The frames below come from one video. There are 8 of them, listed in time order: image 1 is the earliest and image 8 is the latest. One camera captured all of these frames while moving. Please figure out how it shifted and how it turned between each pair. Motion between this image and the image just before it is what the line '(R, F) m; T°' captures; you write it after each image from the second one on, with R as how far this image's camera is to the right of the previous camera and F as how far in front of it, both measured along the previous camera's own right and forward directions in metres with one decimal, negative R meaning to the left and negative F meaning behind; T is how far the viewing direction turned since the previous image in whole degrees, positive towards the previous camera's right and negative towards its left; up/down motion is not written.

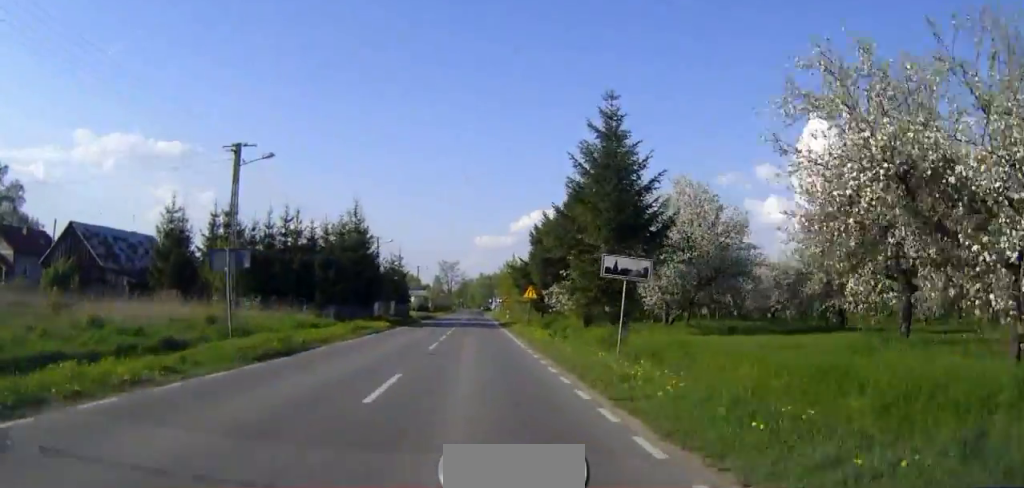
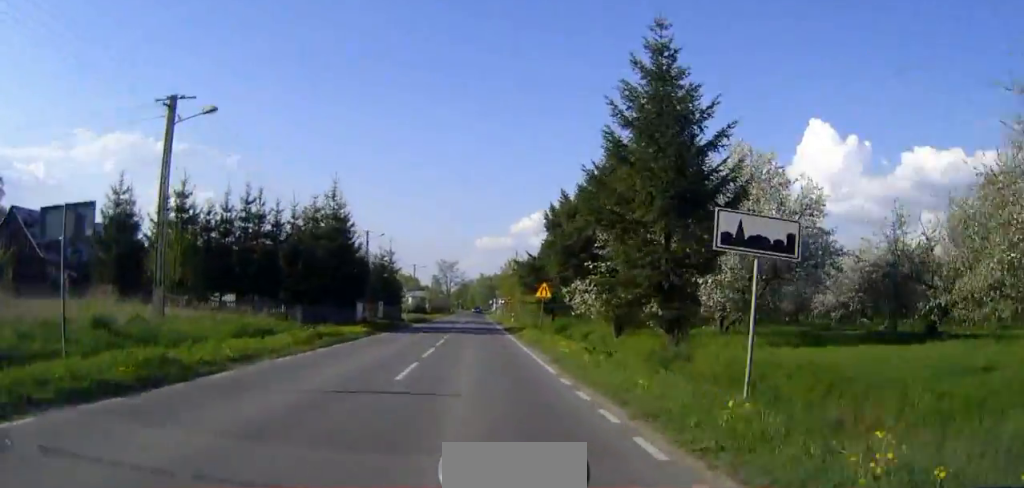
(0.0, +8.7) m; 0°
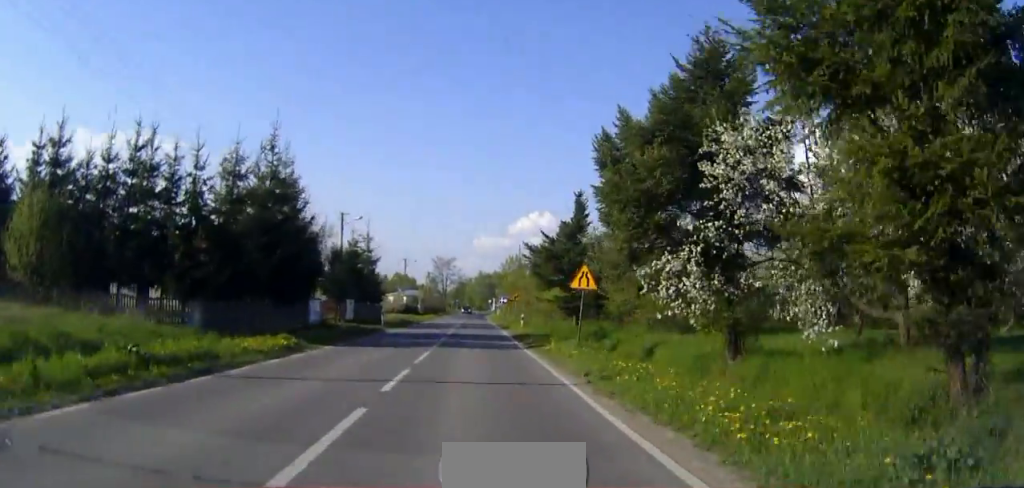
(0.0, +14.0) m; 0°
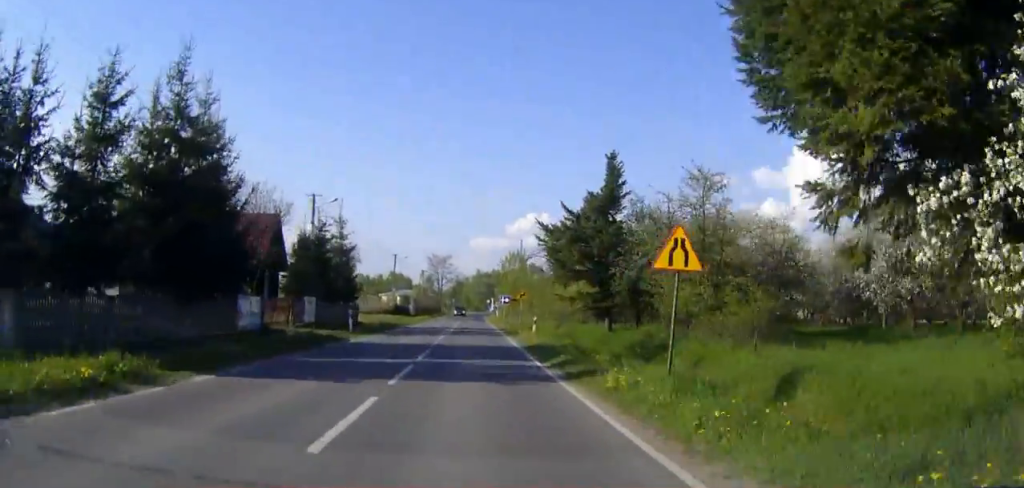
(0.0, +10.7) m; 0°
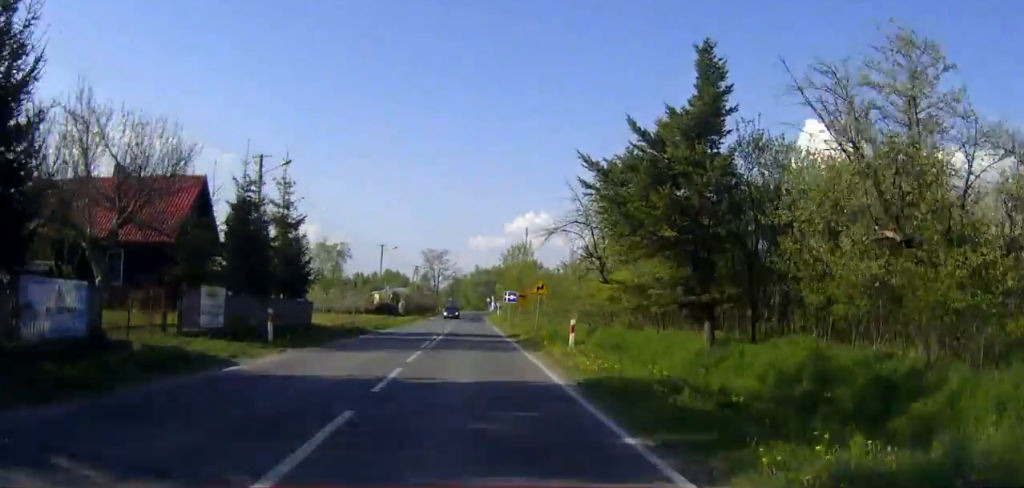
(0.0, +13.4) m; 0°
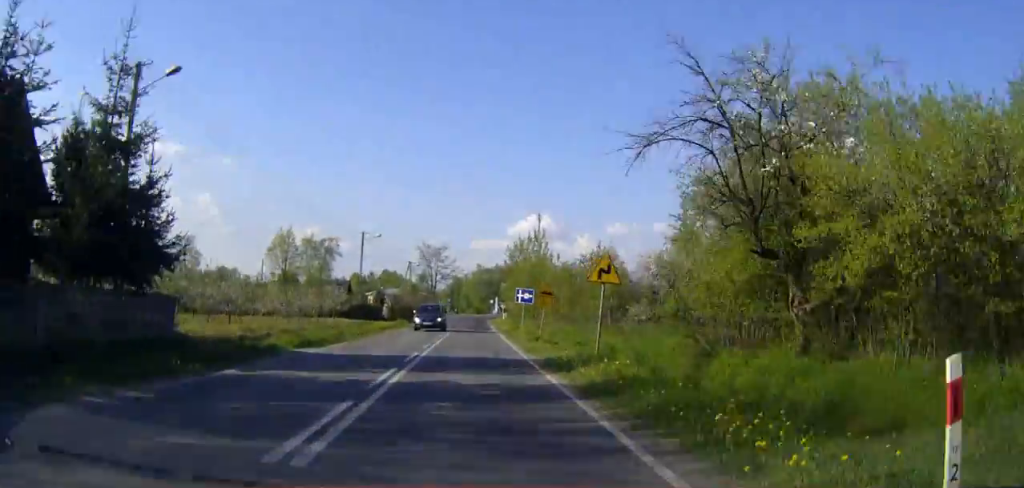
(0.0, +16.5) m; 0°
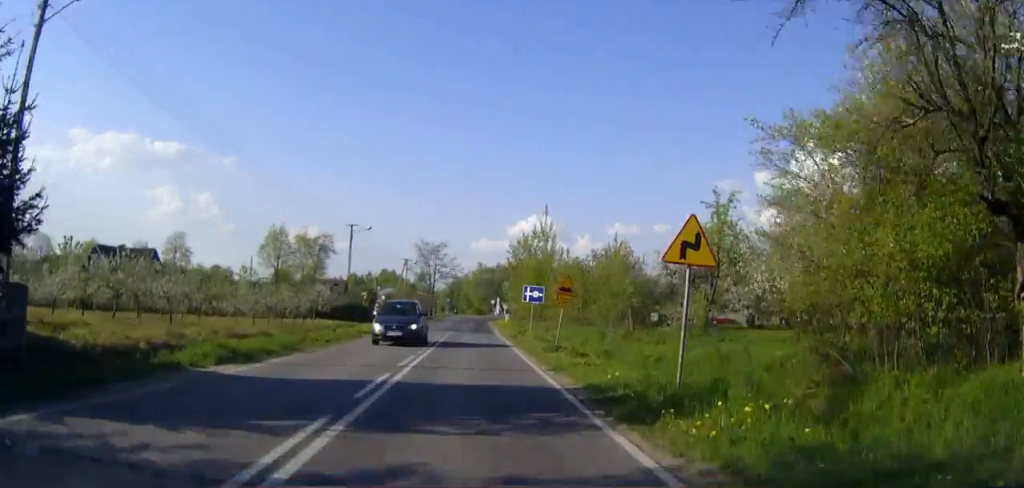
(0.0, +7.0) m; 0°
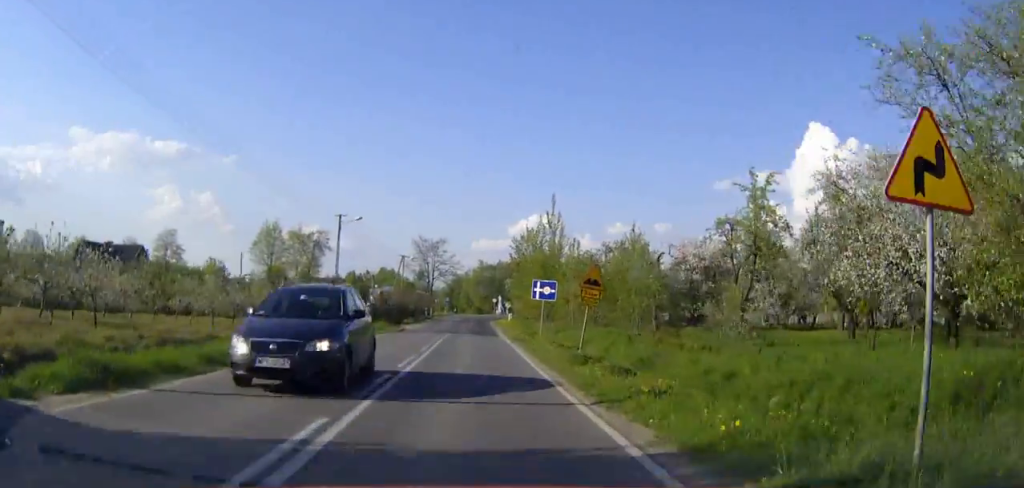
(0.0, +6.1) m; 0°
